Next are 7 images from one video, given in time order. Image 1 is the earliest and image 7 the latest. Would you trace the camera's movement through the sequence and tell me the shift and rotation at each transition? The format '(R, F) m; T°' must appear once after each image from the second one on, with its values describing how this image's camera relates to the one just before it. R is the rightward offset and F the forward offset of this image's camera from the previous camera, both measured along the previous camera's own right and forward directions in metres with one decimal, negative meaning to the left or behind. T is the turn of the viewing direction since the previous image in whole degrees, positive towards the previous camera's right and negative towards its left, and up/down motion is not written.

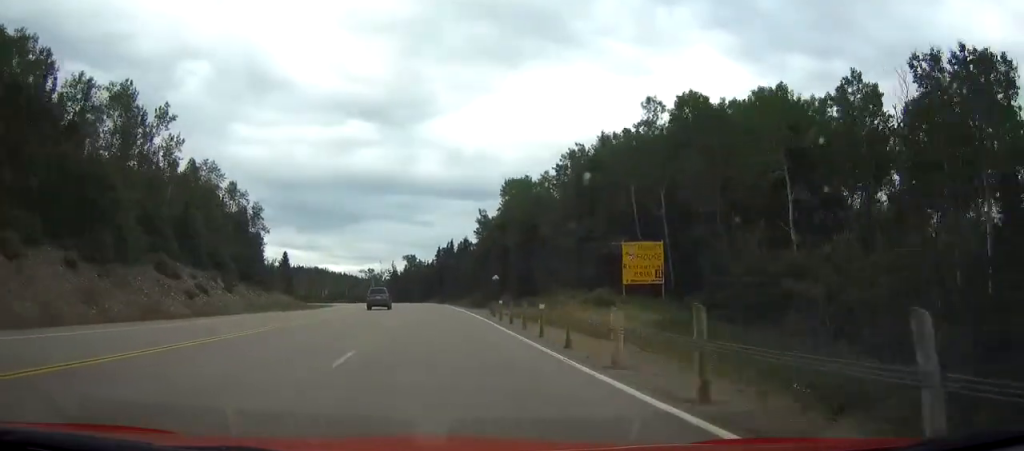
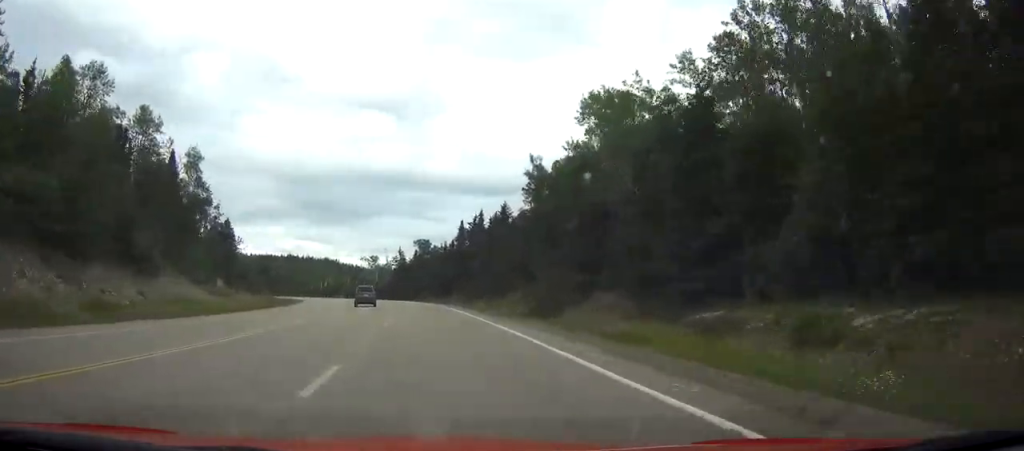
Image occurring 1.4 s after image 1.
(-0.4, +44.6) m; -2°
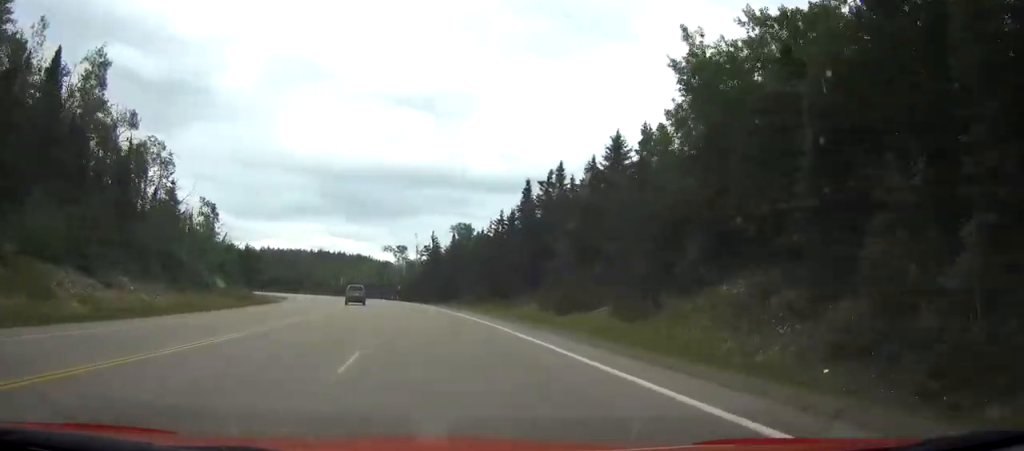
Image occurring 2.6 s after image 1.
(-0.9, +37.9) m; -3°
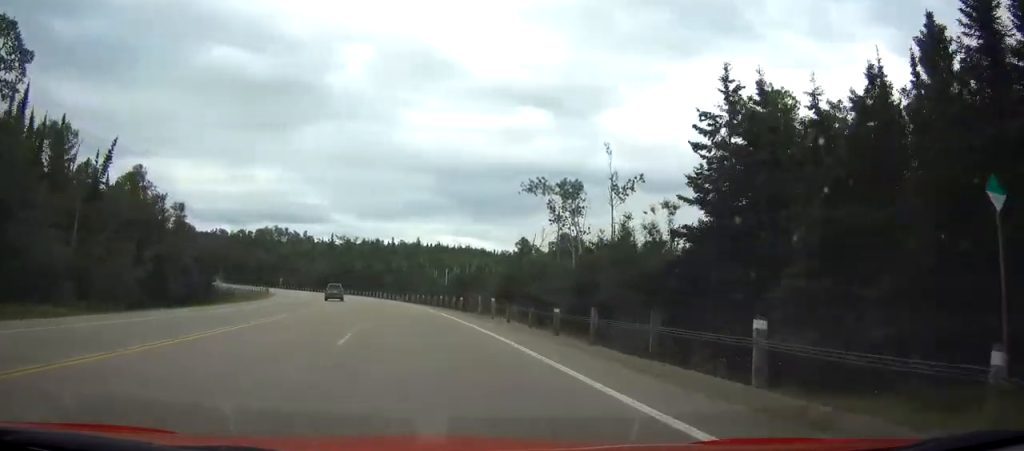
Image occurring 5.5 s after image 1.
(-8.7, +91.7) m; -12°
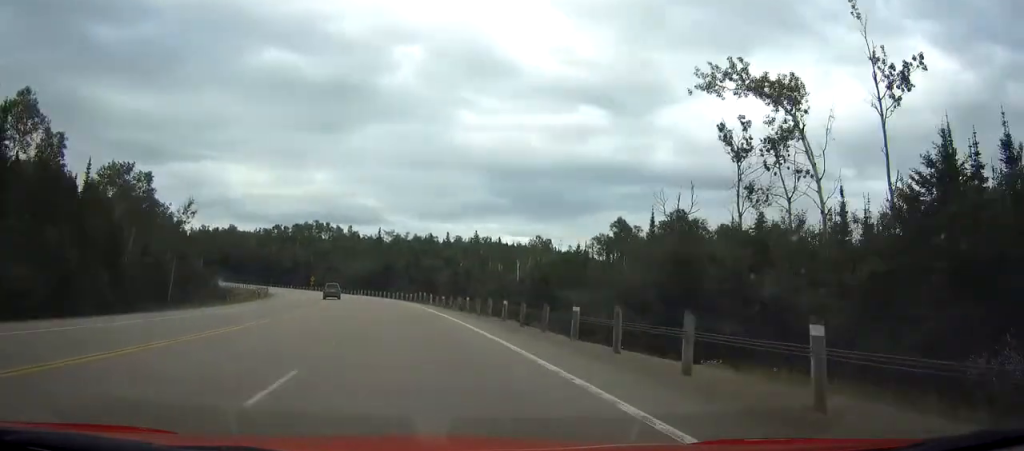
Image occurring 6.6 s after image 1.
(-1.6, +34.4) m; -5°
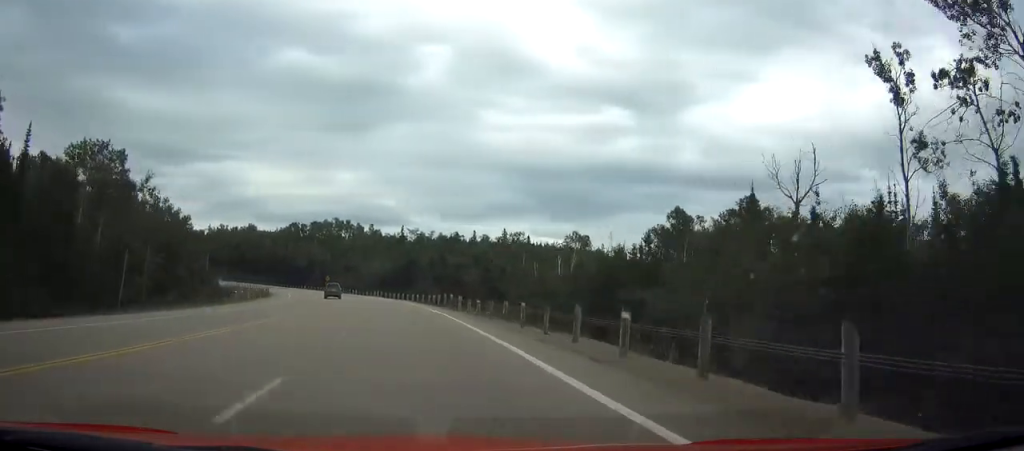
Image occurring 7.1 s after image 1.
(-0.4, +14.6) m; -2°
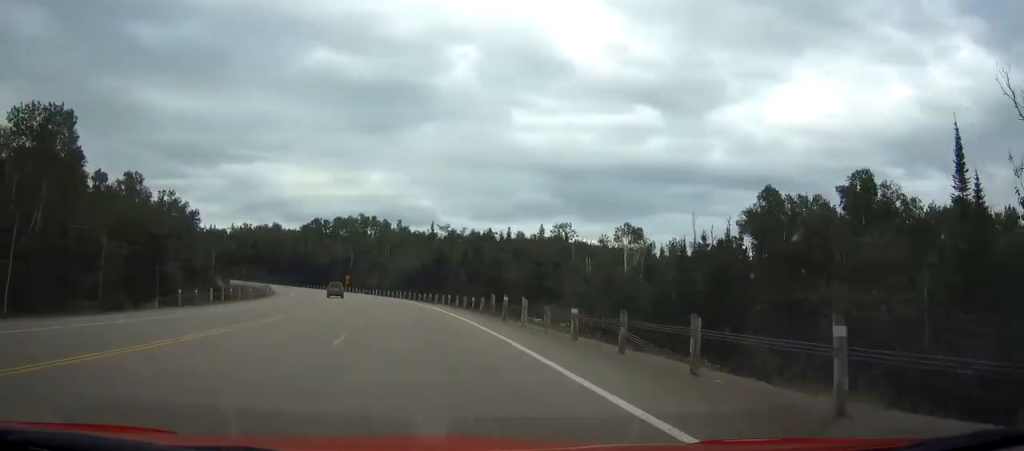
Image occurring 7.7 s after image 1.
(-0.3, +17.7) m; -2°
